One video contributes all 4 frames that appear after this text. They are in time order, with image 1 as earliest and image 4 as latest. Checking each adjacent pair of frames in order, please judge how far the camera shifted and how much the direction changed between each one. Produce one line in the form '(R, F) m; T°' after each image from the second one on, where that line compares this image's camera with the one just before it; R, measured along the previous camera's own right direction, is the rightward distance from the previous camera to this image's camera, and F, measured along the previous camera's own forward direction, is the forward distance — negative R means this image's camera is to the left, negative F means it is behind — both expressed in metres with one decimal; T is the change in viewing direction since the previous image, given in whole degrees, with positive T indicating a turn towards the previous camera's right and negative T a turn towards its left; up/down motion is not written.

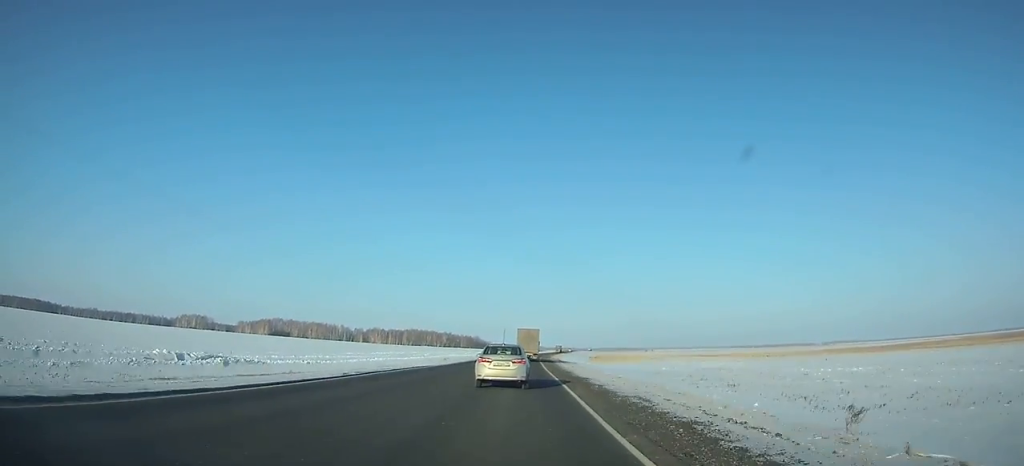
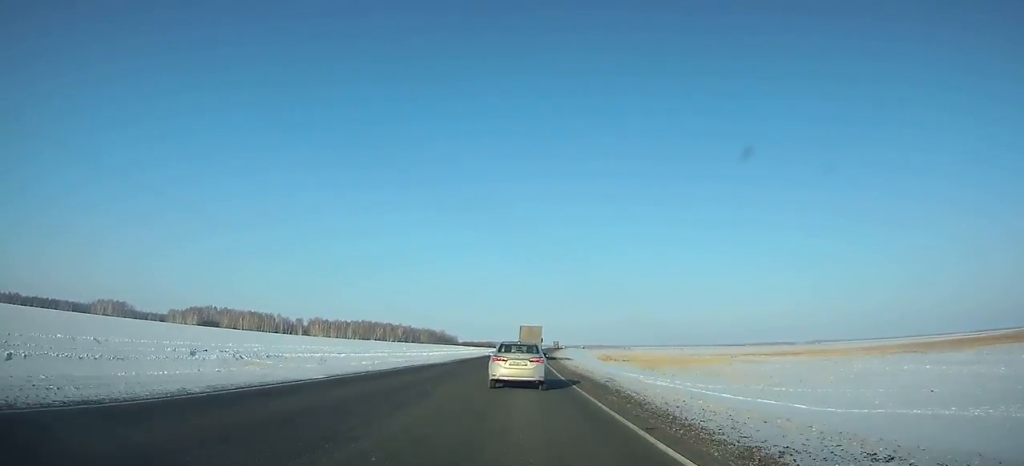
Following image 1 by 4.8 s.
(+2.1, +111.9) m; +2°
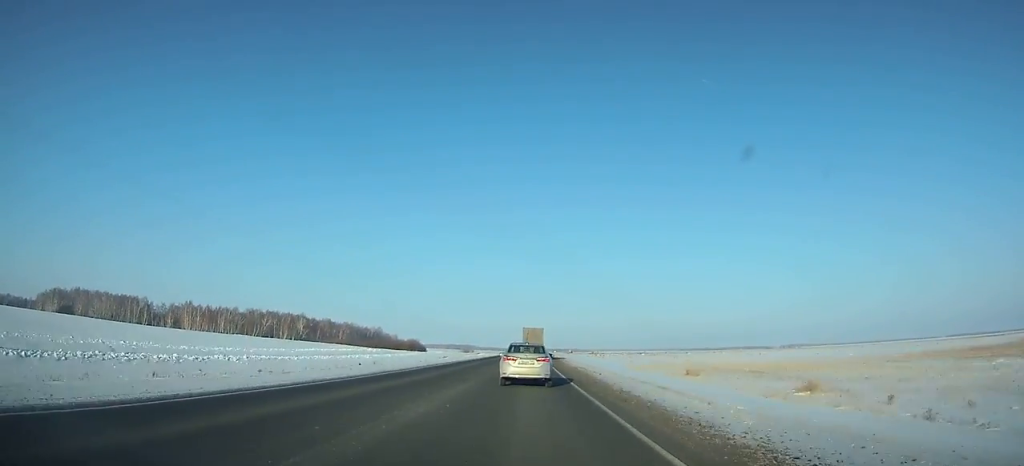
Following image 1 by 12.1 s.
(+6.6, +167.4) m; +4°
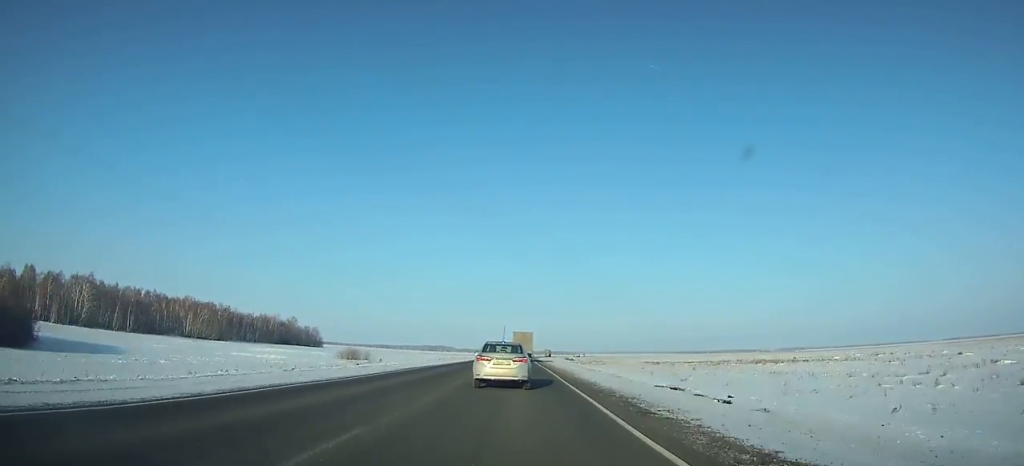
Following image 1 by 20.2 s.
(+2.8, +185.7) m; +1°
